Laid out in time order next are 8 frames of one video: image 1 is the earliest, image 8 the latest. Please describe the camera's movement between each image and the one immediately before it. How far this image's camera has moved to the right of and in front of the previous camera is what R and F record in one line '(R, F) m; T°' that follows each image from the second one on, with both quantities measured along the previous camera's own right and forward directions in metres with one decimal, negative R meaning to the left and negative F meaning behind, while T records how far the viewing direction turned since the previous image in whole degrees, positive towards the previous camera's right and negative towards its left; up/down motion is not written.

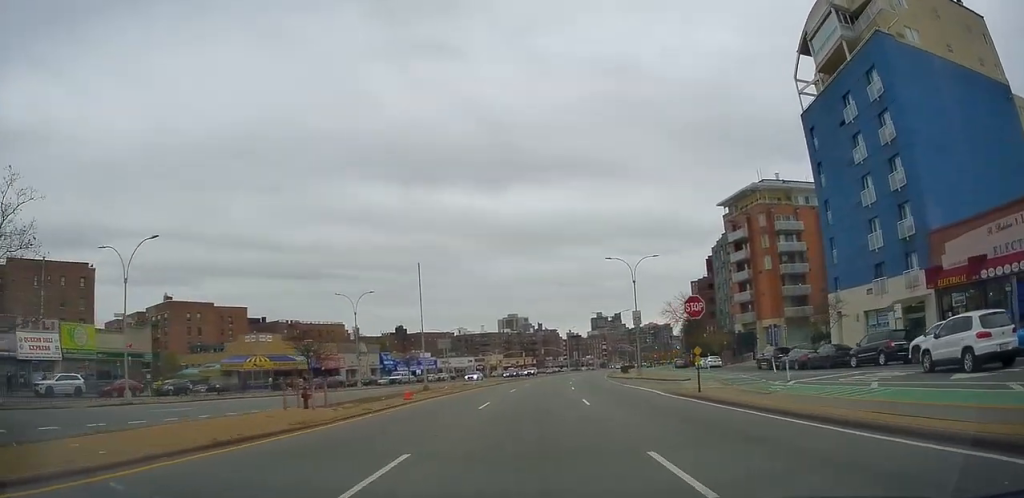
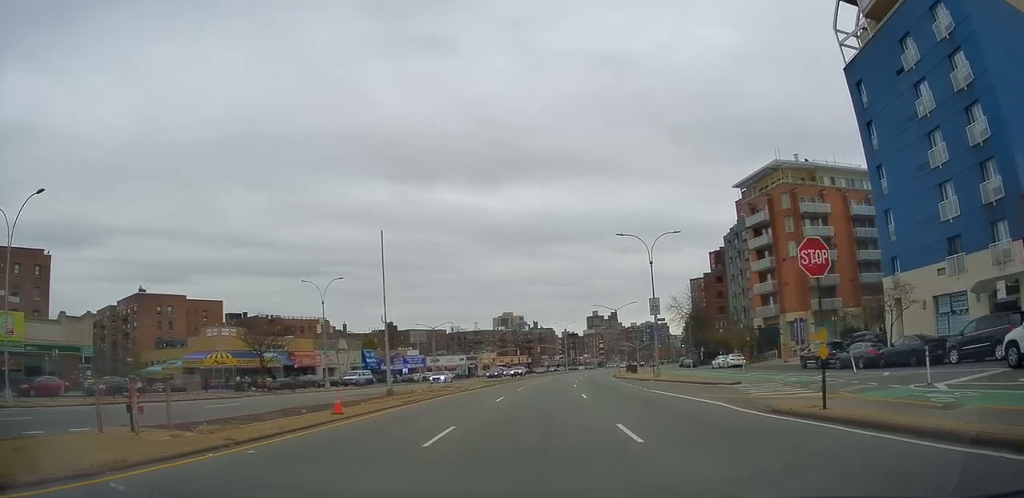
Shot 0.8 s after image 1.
(0.0, +9.1) m; +2°
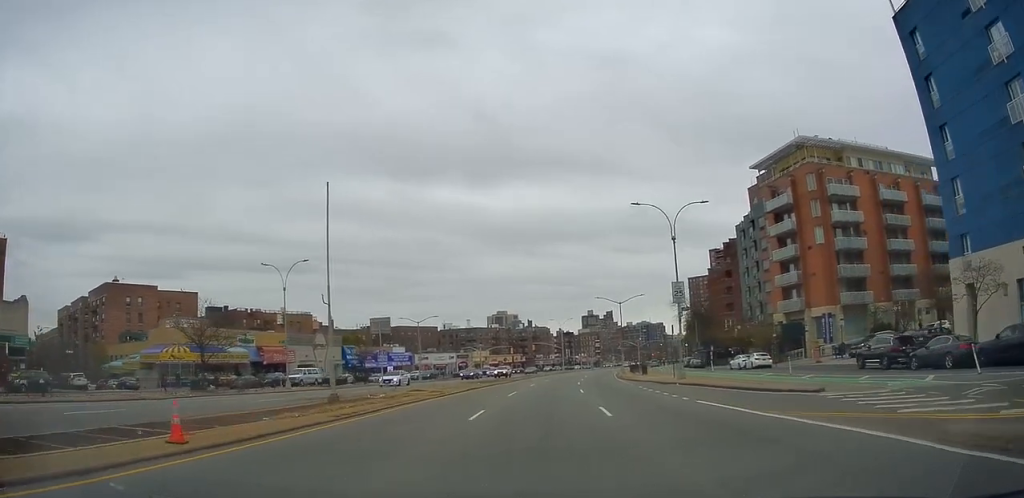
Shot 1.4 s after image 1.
(+0.2, +8.3) m; +1°
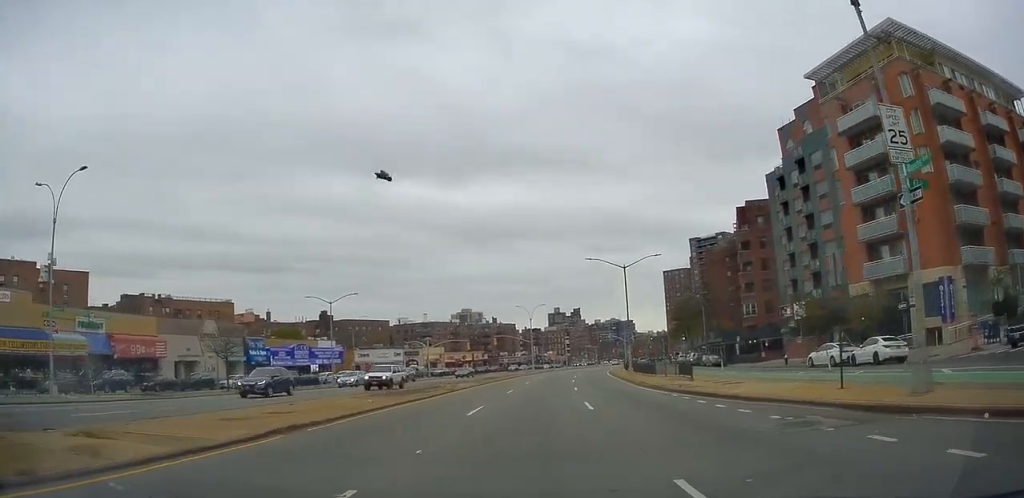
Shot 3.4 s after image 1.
(-0.2, +24.6) m; -1°
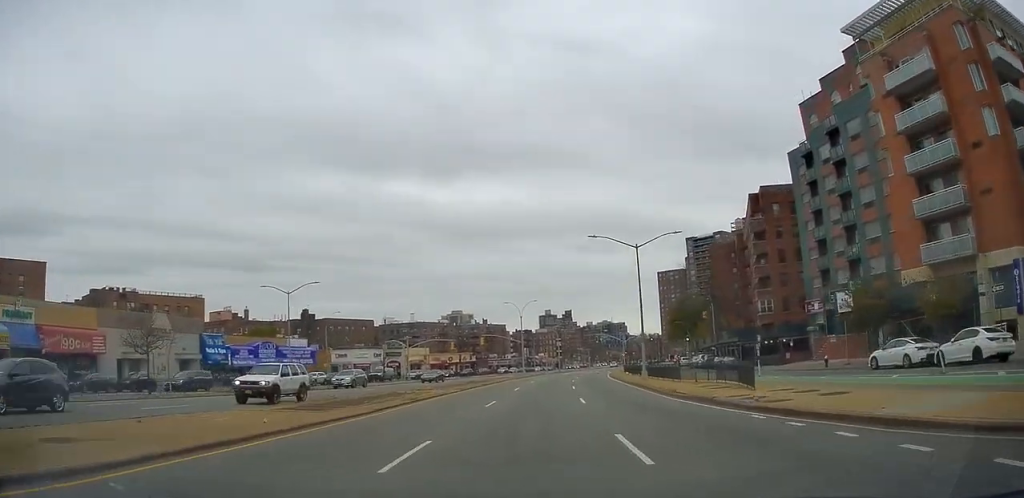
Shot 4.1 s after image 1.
(+0.2, +8.5) m; 0°
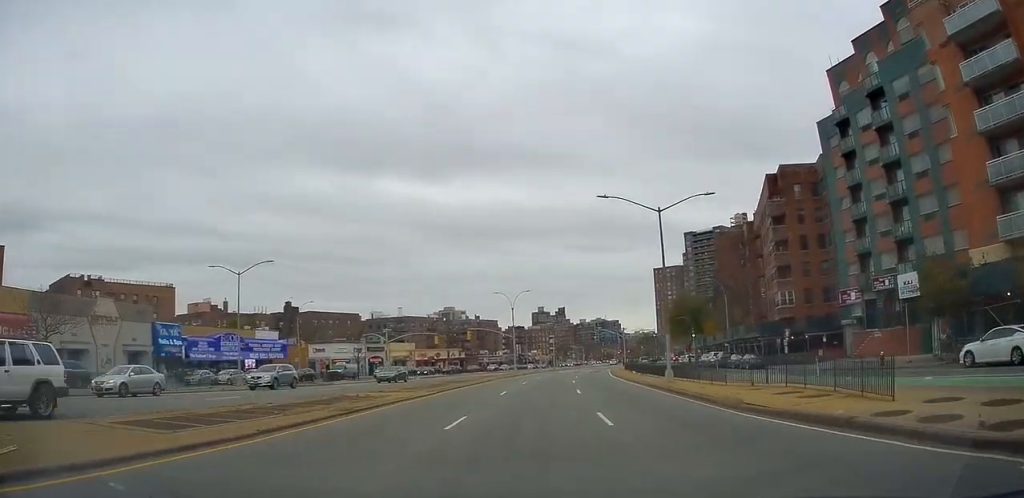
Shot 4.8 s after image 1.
(-0.3, +8.0) m; +1°
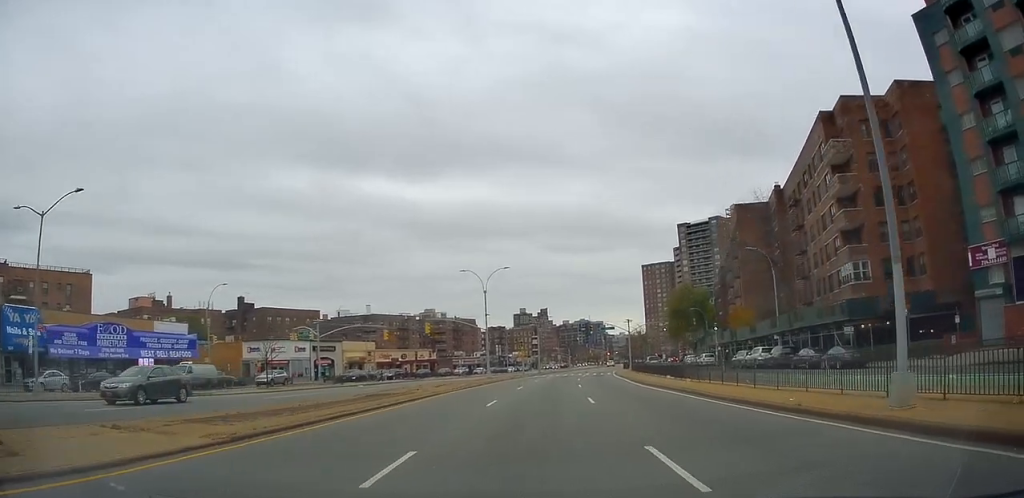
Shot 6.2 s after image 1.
(+1.0, +19.1) m; +4°
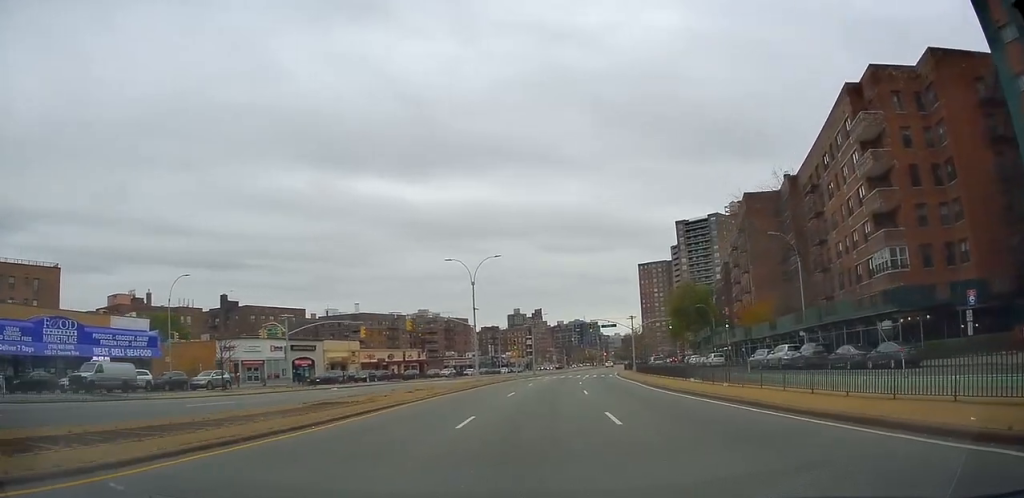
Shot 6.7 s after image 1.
(0.0, +6.4) m; 0°
